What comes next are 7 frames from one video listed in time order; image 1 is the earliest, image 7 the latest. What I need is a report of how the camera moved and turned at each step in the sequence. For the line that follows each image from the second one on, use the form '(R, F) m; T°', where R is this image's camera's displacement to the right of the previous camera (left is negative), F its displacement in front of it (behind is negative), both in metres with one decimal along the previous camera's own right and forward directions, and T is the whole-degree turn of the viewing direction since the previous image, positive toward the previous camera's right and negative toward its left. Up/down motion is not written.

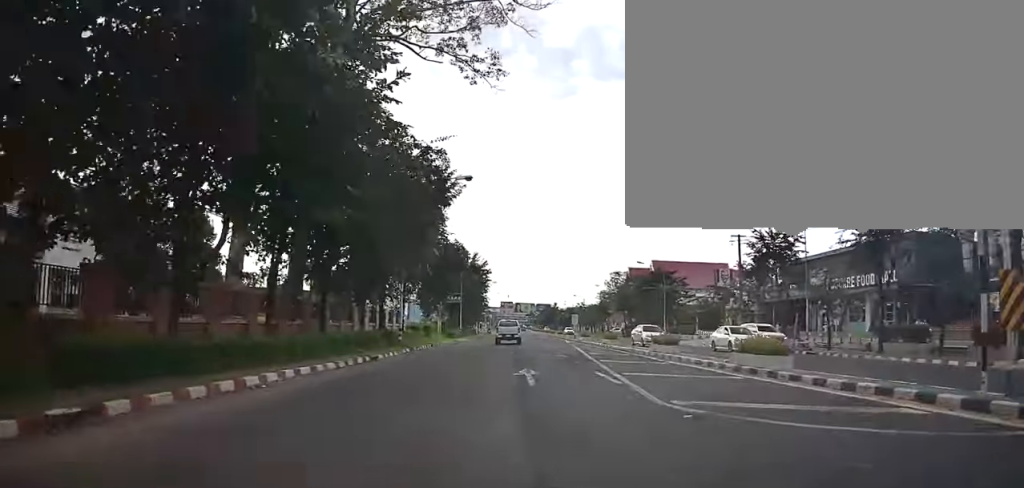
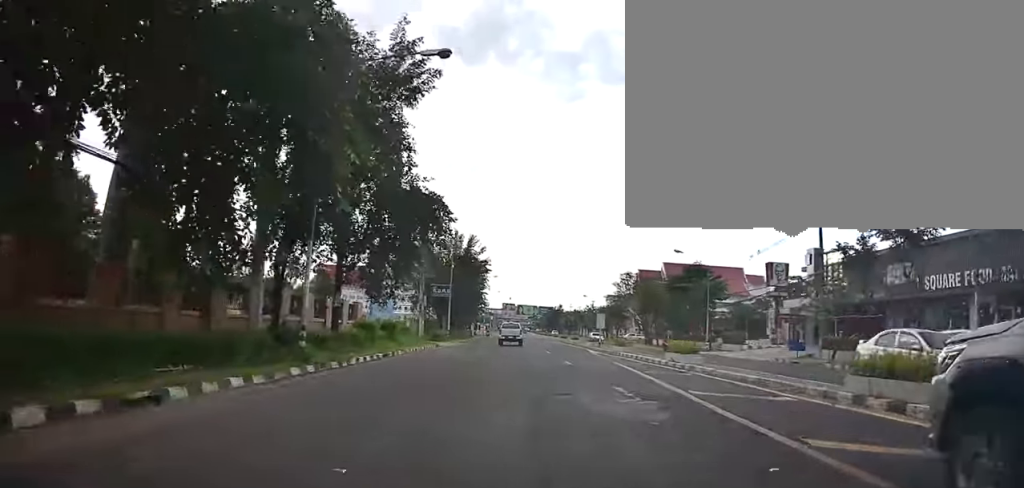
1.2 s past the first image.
(0.0, +14.2) m; 0°
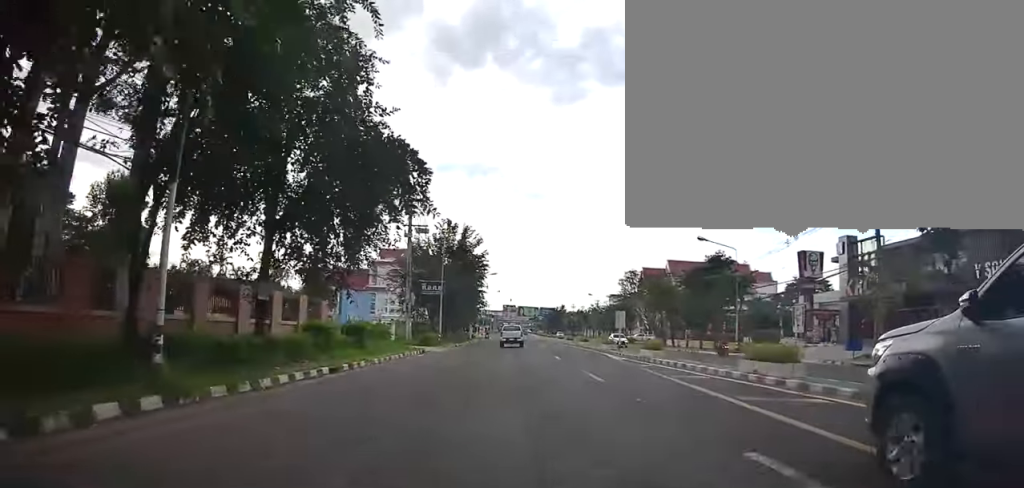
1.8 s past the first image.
(0.0, +6.9) m; 0°
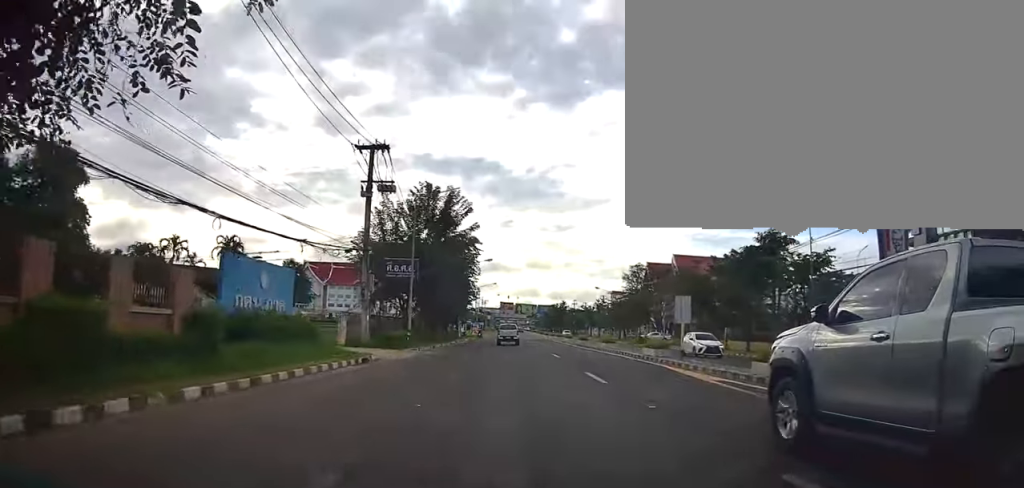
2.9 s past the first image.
(+0.1, +12.8) m; -1°
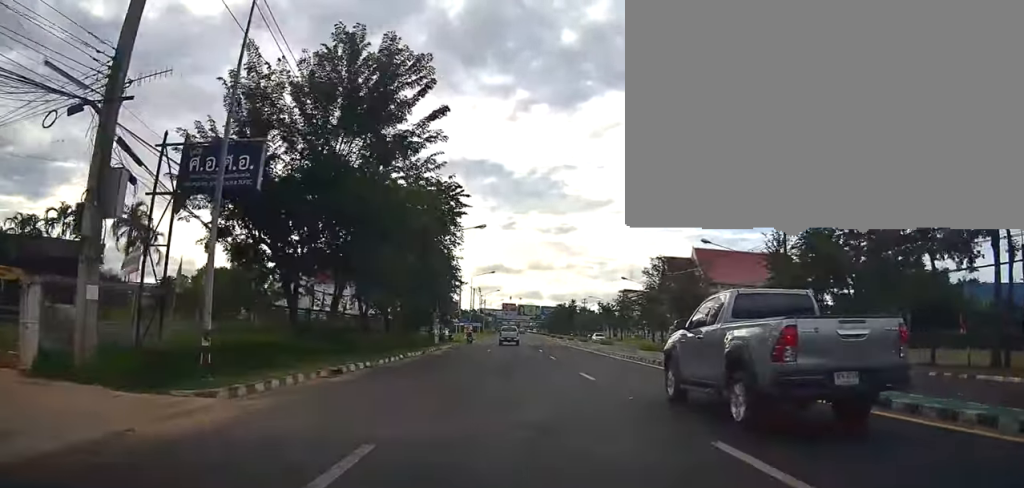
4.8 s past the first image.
(-0.7, +22.7) m; -1°
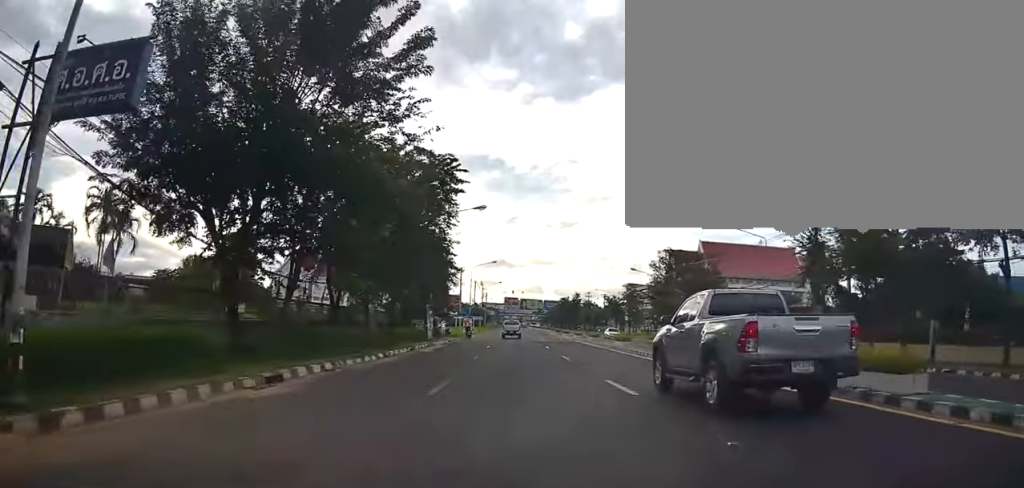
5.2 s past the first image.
(+0.1, +4.8) m; +1°
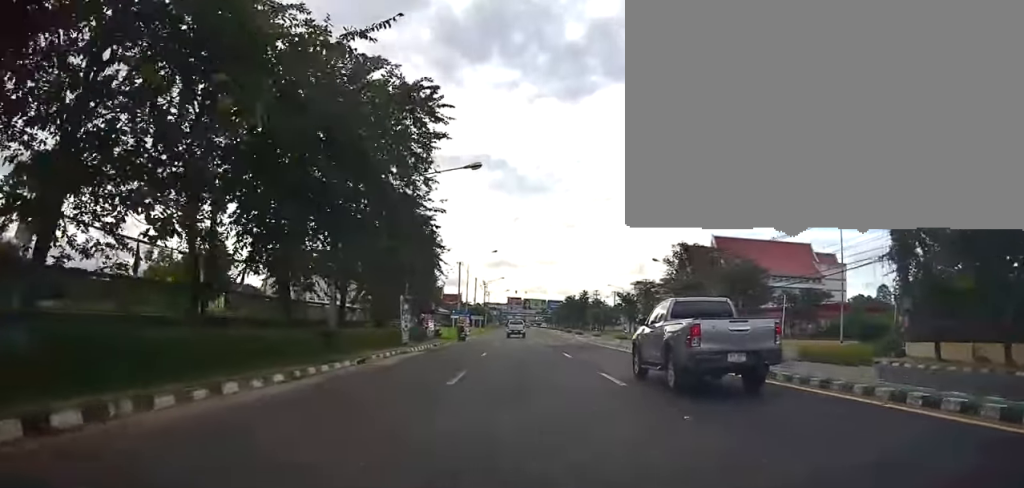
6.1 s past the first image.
(0.0, +10.2) m; 0°
